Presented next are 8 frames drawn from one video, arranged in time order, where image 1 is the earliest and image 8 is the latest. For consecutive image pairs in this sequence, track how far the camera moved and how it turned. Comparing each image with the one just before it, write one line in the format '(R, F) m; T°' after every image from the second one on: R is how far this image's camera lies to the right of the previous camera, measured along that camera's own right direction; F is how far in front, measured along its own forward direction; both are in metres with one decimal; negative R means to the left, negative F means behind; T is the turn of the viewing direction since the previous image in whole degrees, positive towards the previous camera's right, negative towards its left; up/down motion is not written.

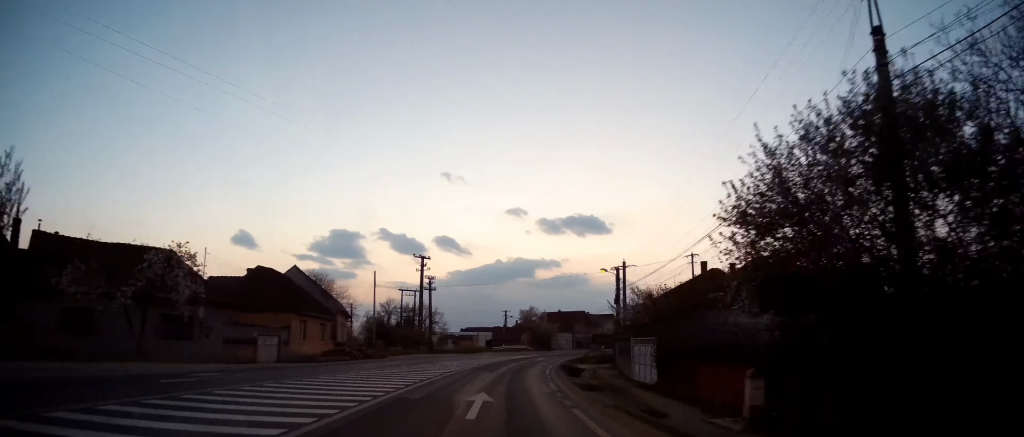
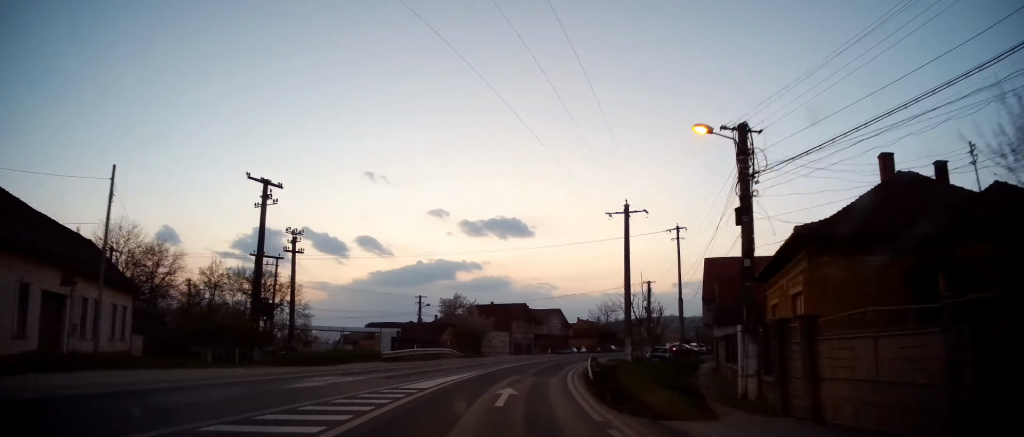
(+1.2, +30.1) m; +6°
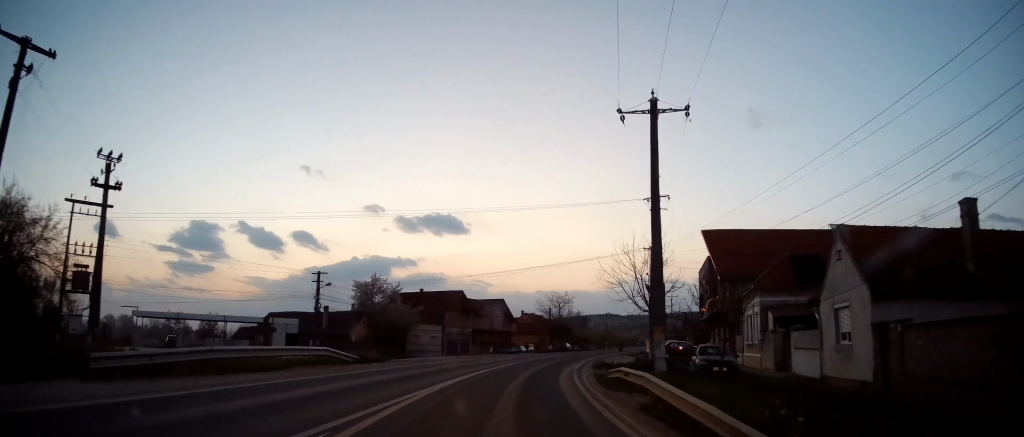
(+0.4, +18.2) m; +6°
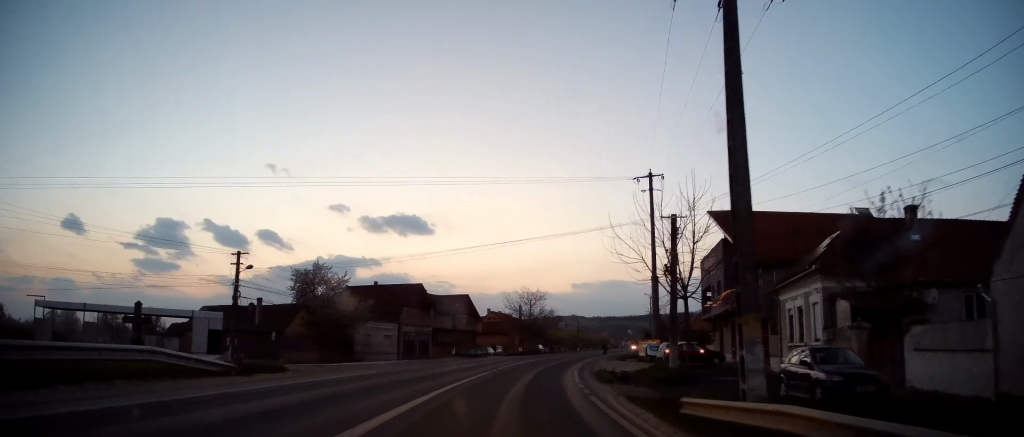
(+0.8, +9.7) m; +4°
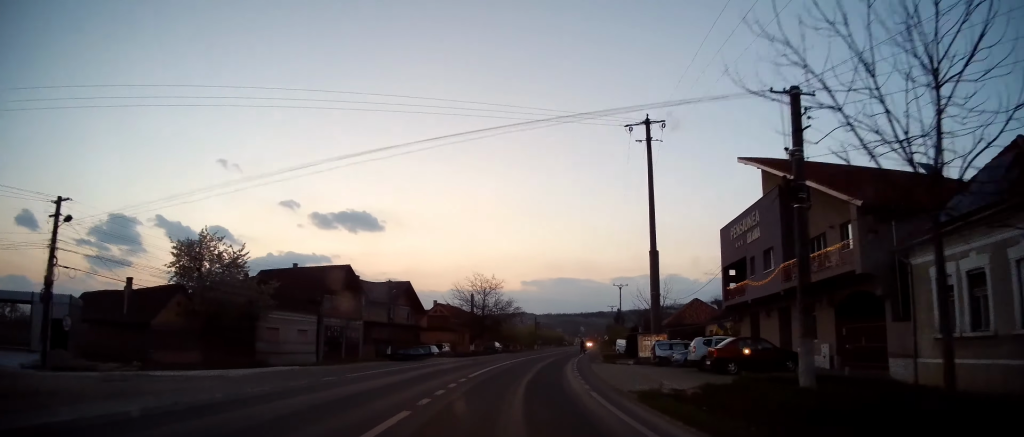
(+0.5, +14.2) m; +6°
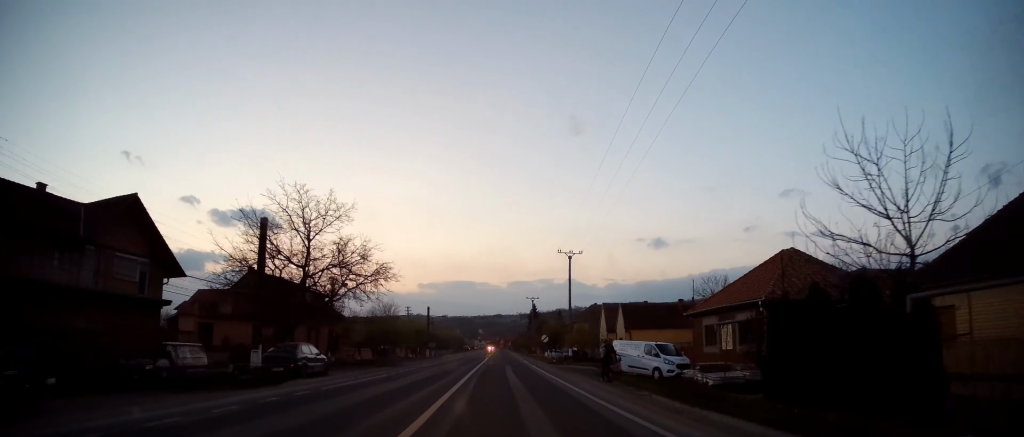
(+6.2, +42.0) m; +14°
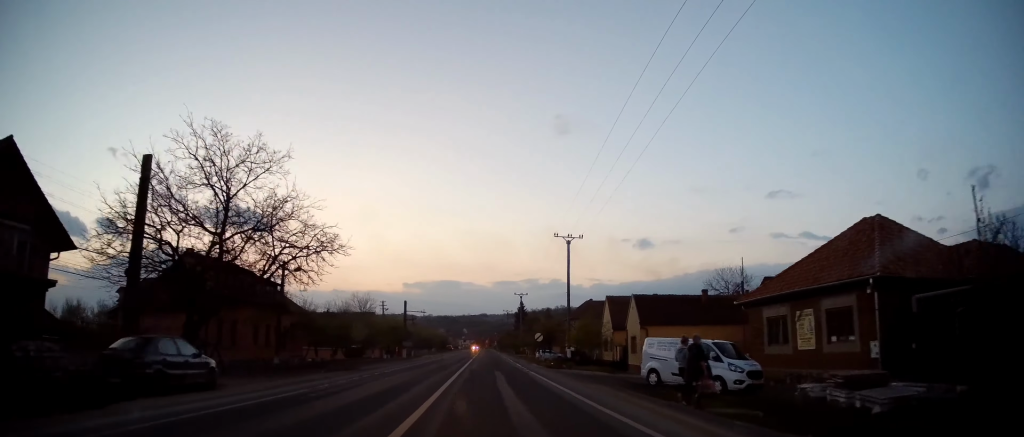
(+0.2, +9.1) m; +1°
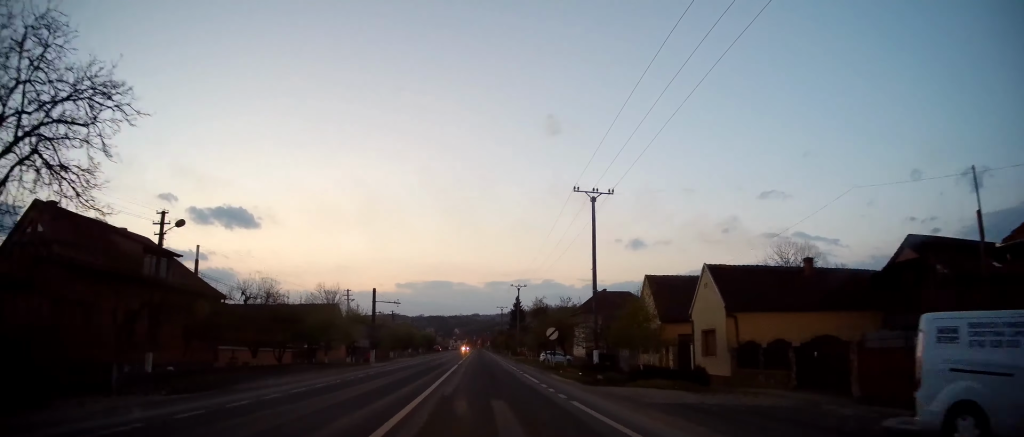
(+0.2, +15.5) m; +1°
